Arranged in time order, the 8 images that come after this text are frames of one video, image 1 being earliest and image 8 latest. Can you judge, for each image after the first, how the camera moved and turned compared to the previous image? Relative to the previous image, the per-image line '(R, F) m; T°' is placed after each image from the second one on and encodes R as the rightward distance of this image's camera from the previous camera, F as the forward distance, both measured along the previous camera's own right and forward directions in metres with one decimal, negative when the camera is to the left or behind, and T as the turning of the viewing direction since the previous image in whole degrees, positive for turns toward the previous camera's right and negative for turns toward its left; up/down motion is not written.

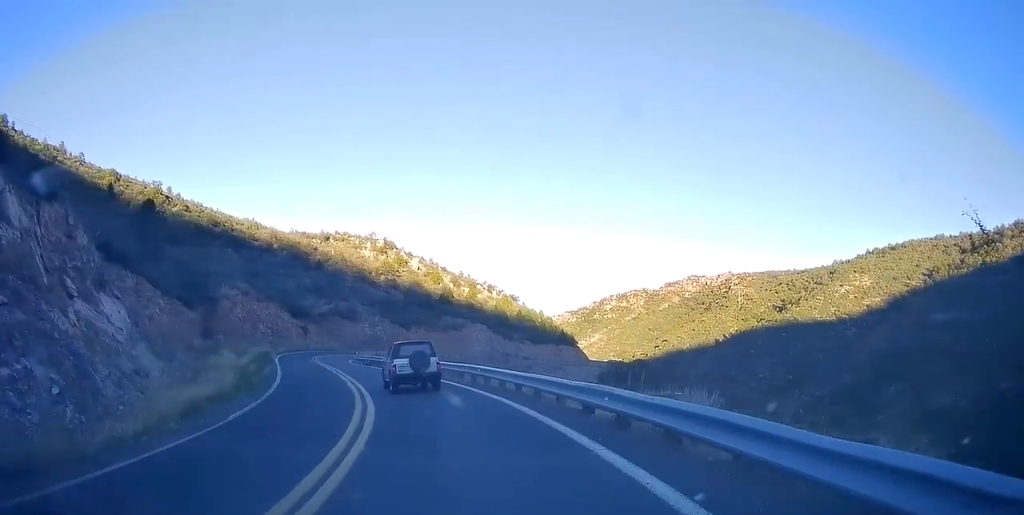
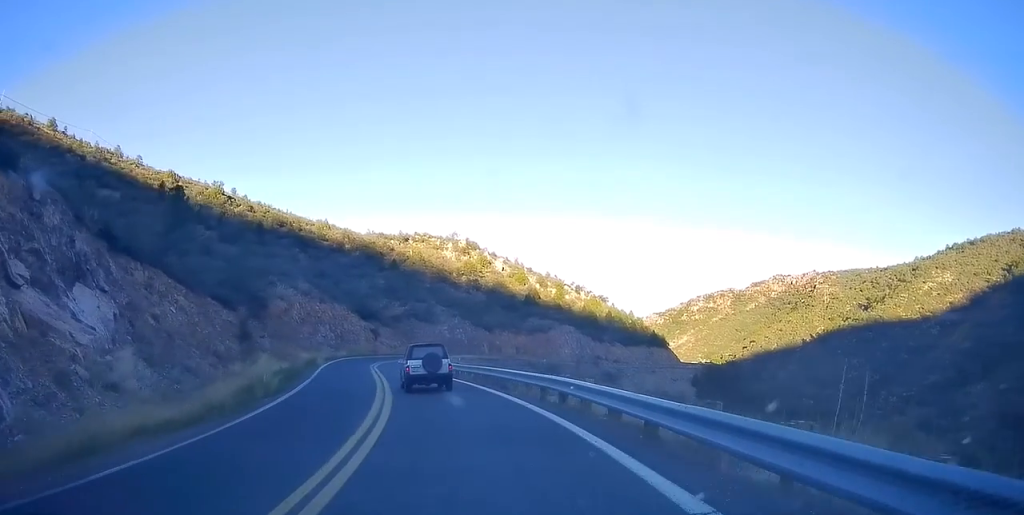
(-0.7, +8.2) m; -7°
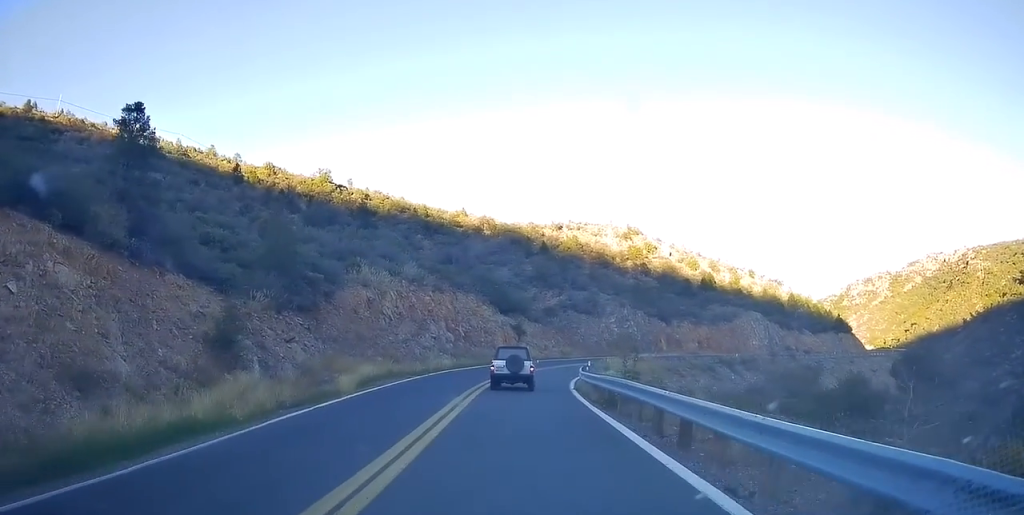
(-3.2, +23.6) m; -13°
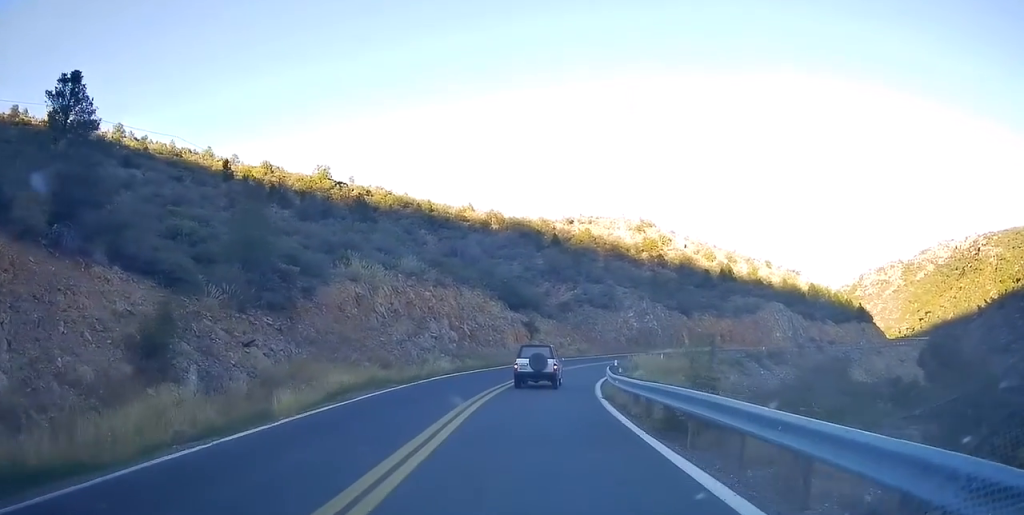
(-0.3, +5.9) m; -2°
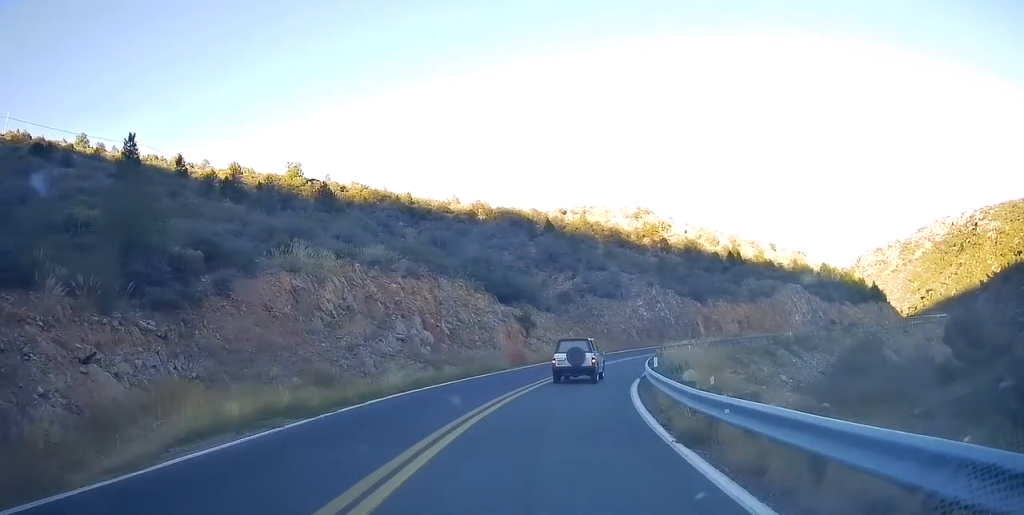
(-0.1, +10.0) m; +1°
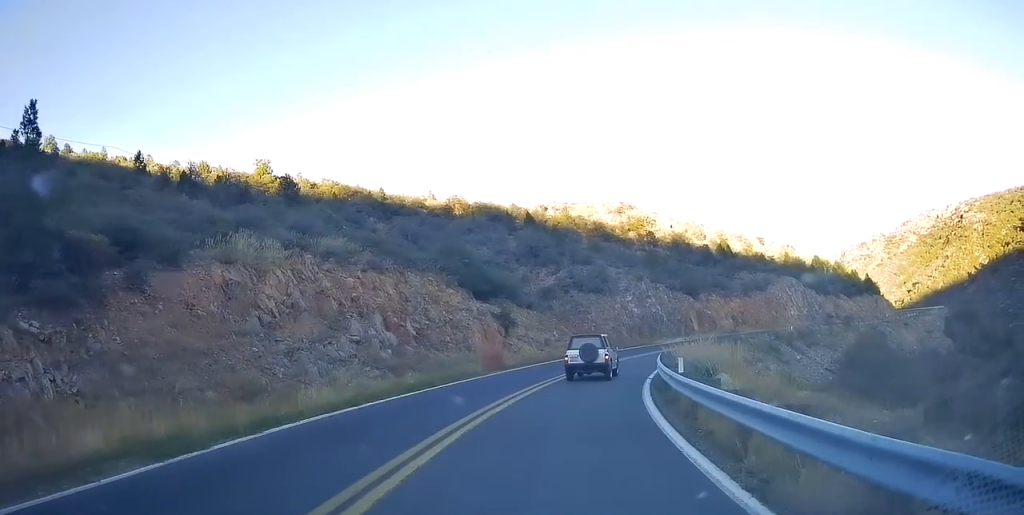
(-0.1, +5.3) m; +1°
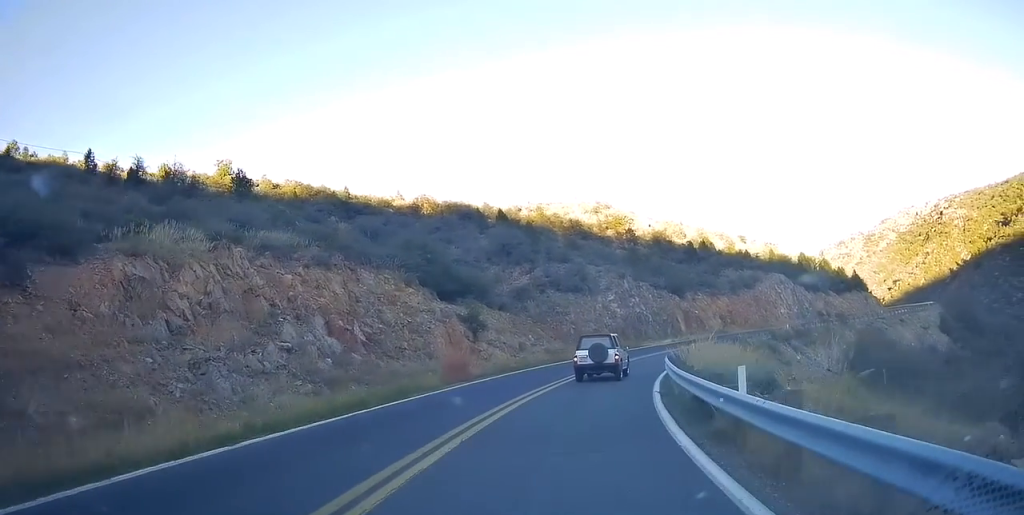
(+0.2, +5.4) m; +2°
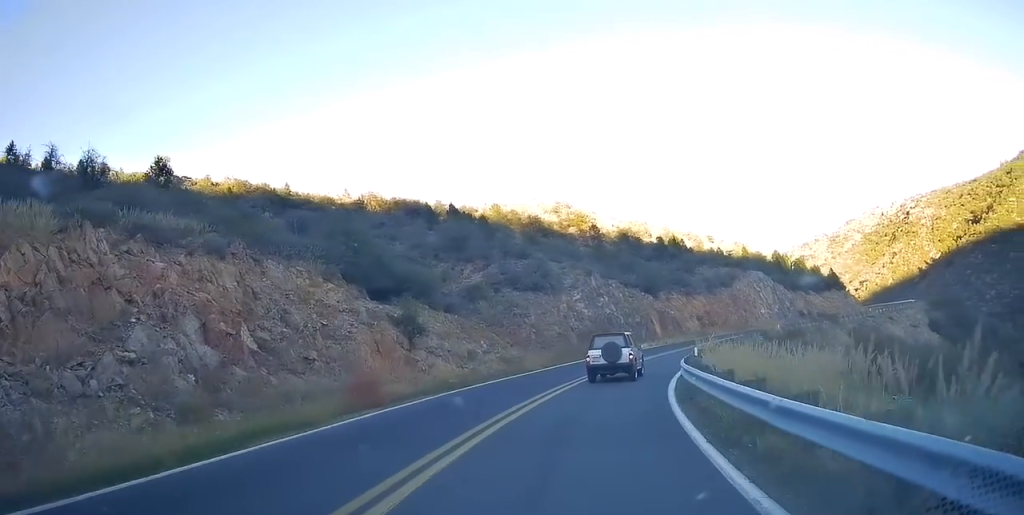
(+0.1, +7.7) m; +2°
